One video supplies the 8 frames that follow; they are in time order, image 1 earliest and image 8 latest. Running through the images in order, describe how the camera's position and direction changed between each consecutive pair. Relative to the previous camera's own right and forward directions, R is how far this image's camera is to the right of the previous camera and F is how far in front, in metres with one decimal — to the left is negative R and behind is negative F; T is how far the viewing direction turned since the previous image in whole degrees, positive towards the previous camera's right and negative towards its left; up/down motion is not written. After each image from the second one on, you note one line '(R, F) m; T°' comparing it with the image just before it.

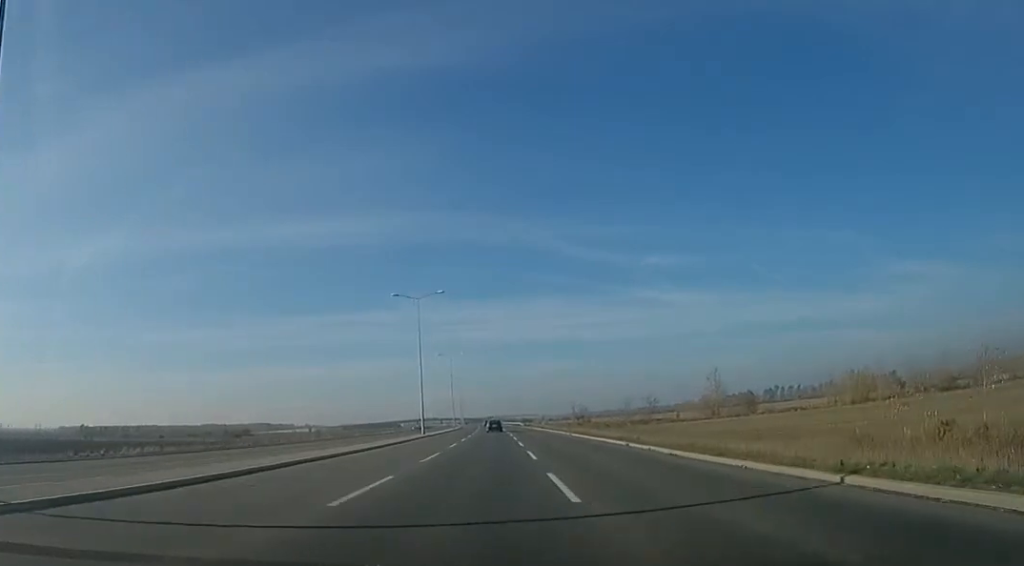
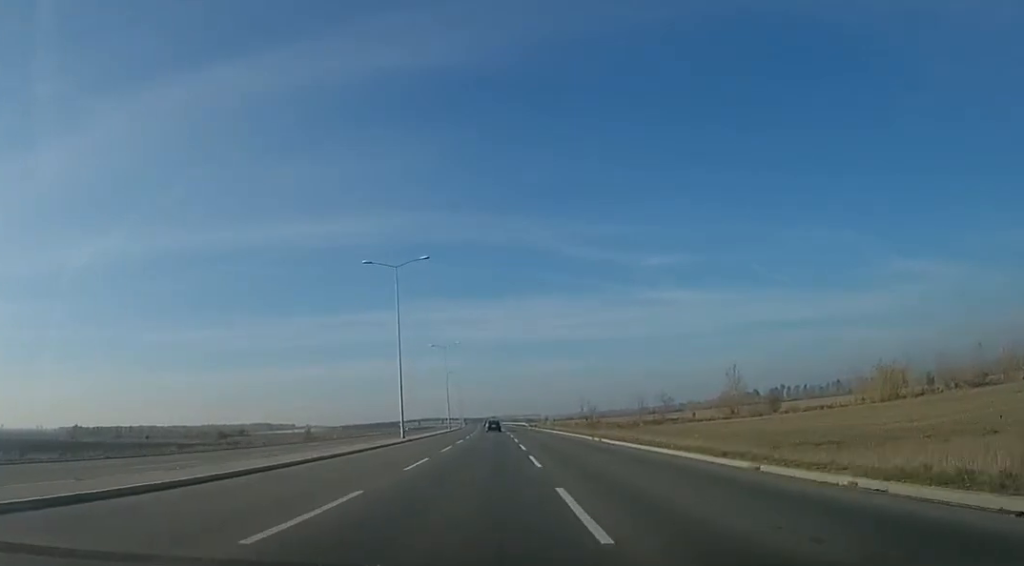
(+0.2, +12.8) m; 0°
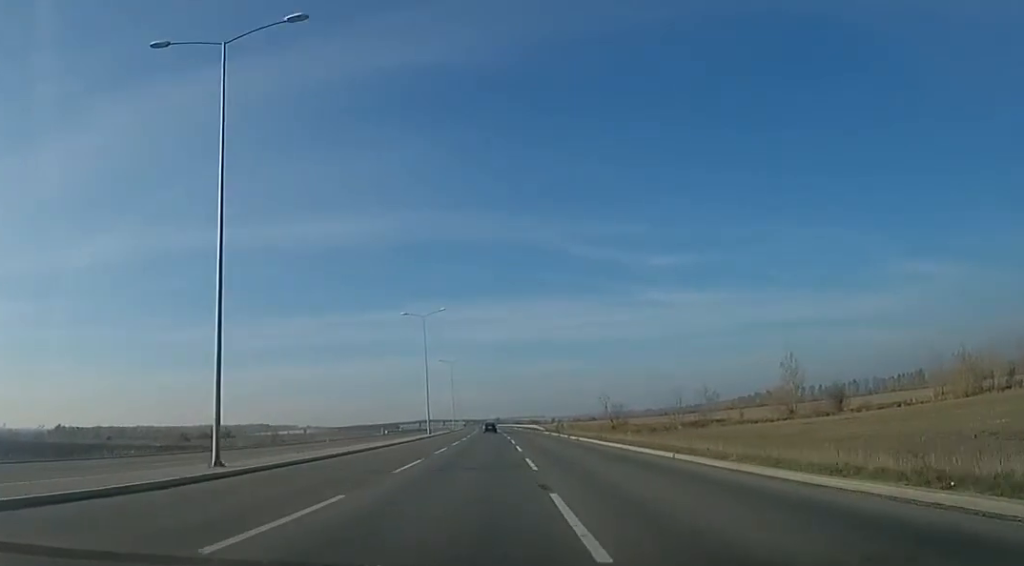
(-1.0, +30.2) m; -3°
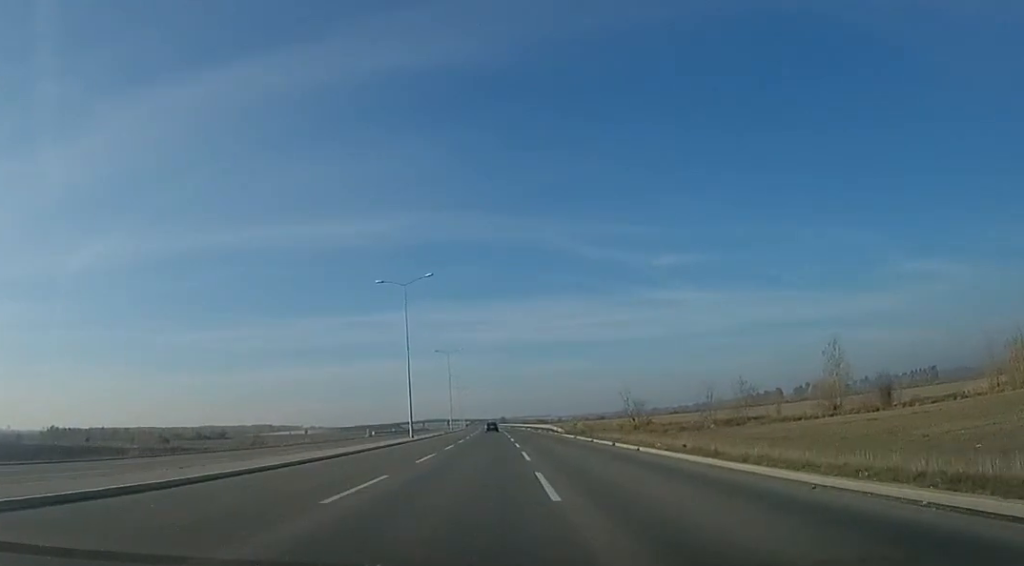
(-0.6, +16.0) m; 0°
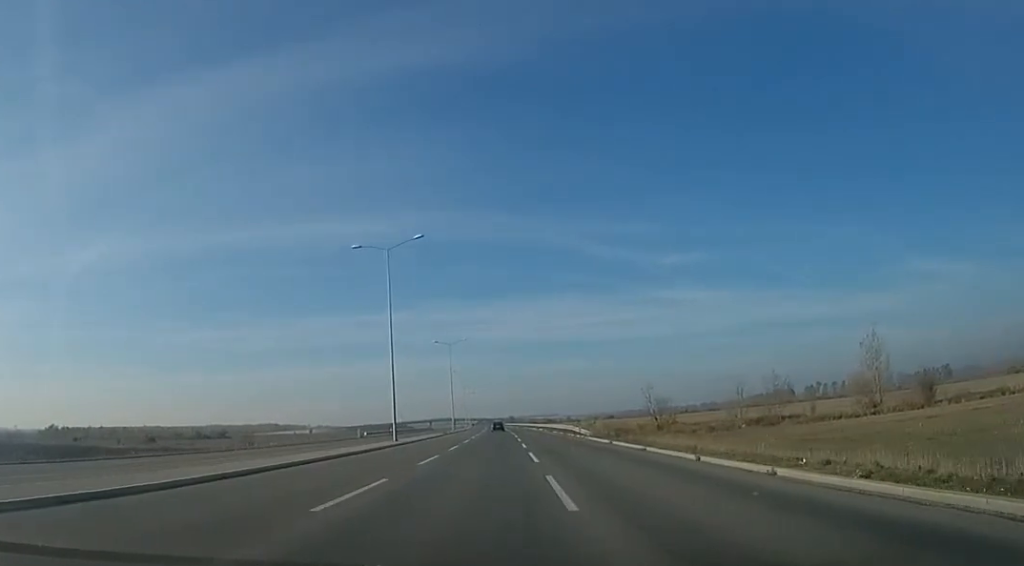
(+0.6, +10.9) m; 0°
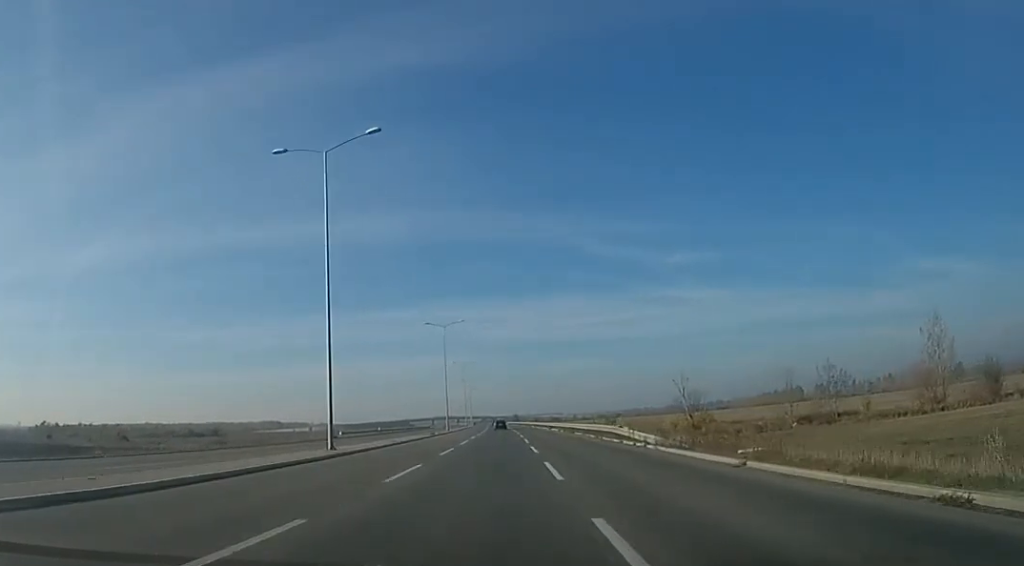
(+0.1, +16.0) m; -1°
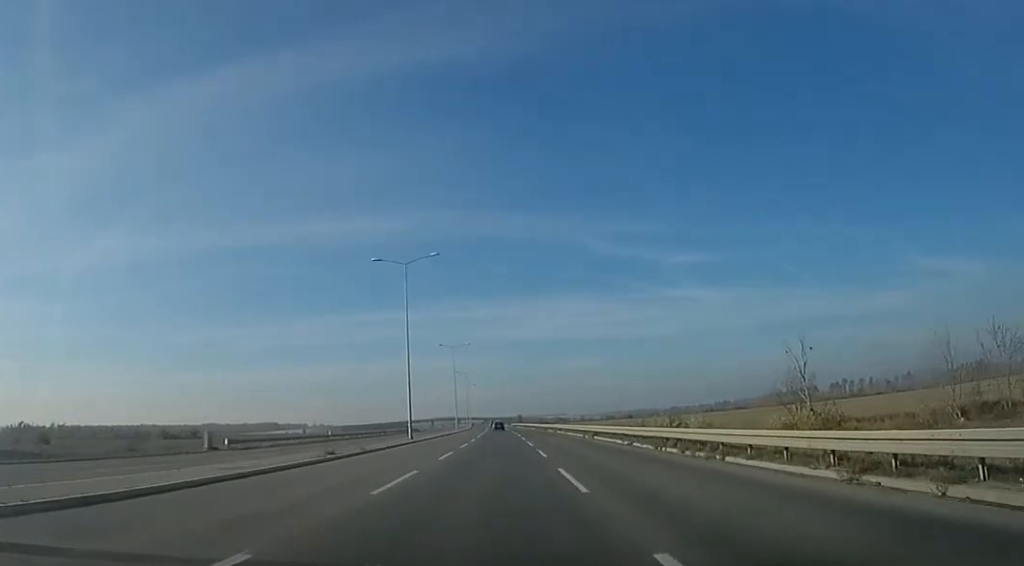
(-1.2, +31.8) m; -2°
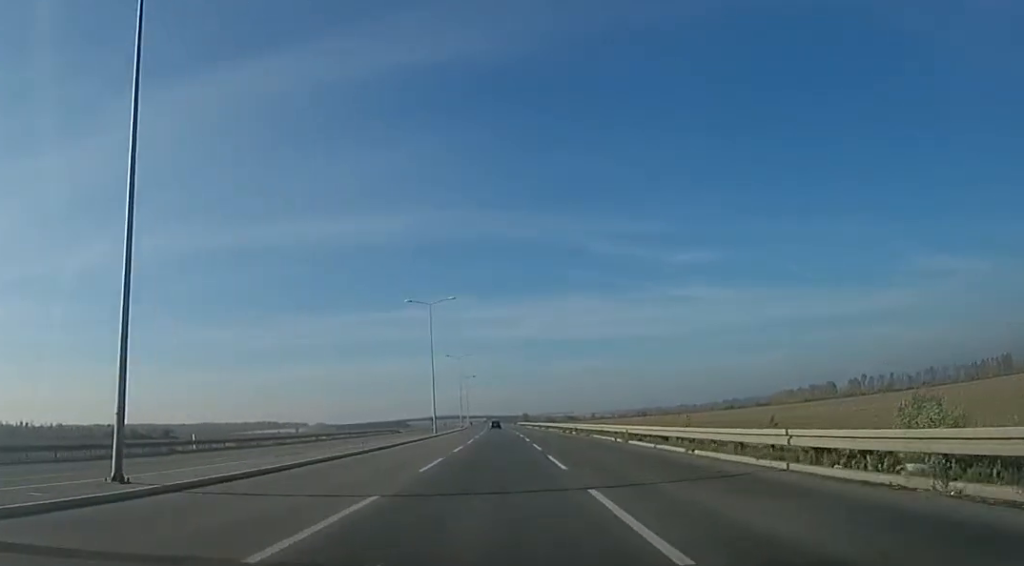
(0.0, +34.8) m; 0°
